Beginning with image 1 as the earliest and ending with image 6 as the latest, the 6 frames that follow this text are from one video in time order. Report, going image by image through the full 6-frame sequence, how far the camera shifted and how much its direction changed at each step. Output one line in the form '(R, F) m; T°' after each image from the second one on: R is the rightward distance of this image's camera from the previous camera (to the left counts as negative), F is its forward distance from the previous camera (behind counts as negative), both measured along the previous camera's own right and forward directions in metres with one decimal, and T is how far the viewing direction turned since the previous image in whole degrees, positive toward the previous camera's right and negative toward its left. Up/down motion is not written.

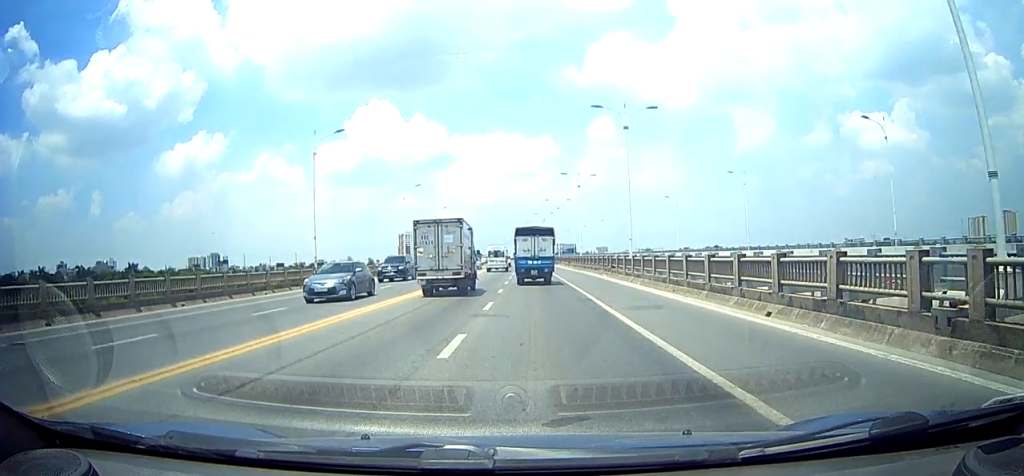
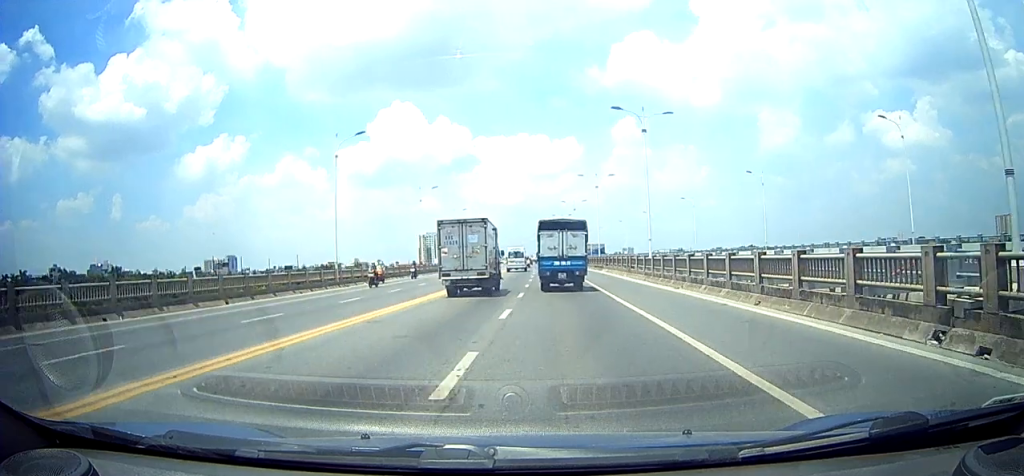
(-0.3, +32.0) m; -1°
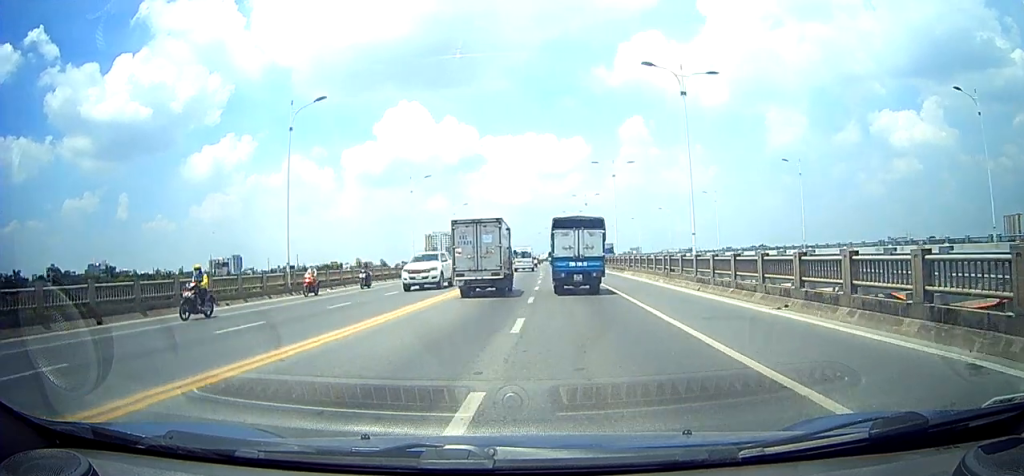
(0.0, +8.9) m; 0°
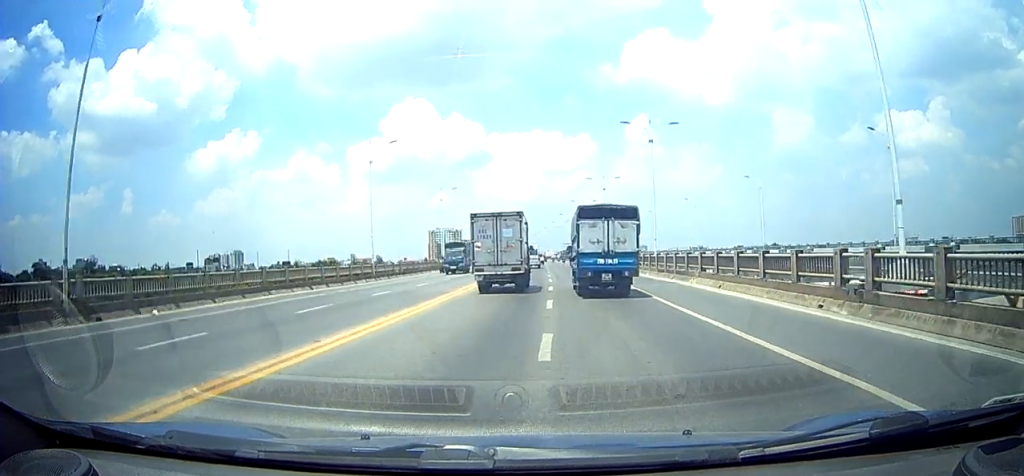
(+0.1, +15.8) m; +1°
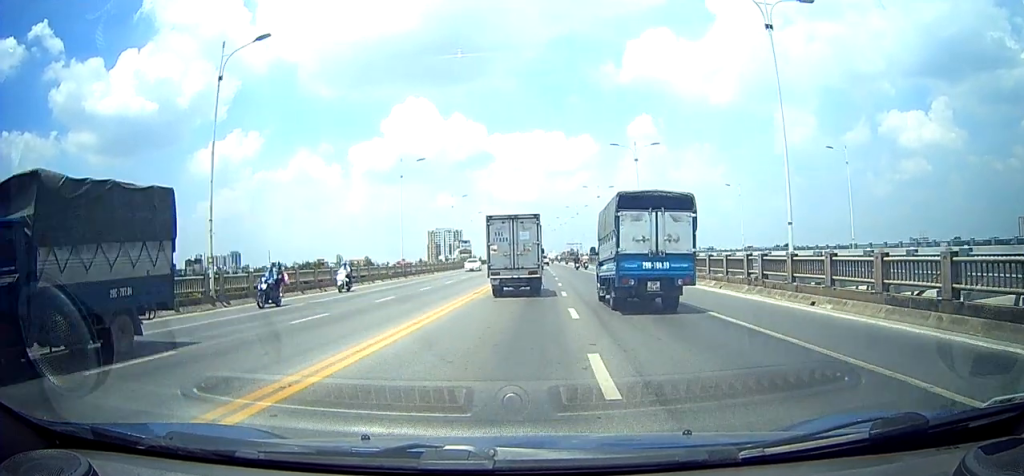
(+0.1, +21.1) m; -1°
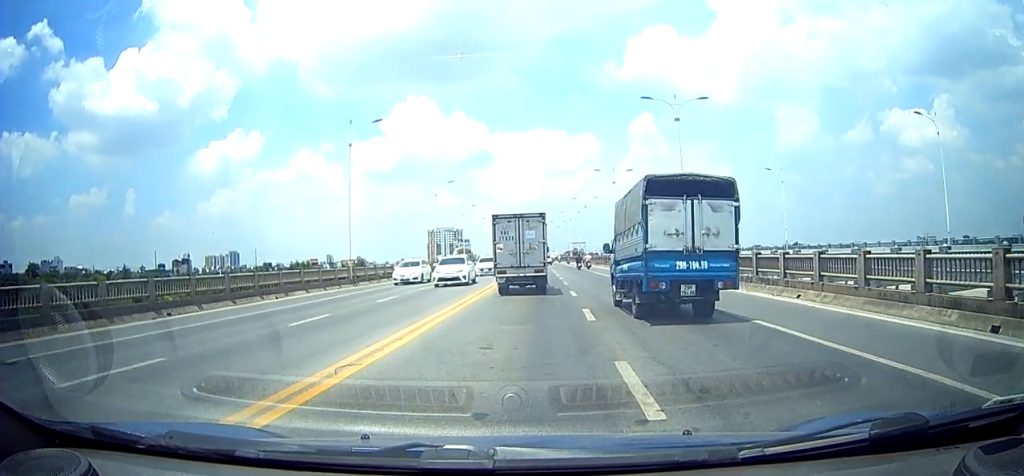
(-0.3, +13.9) m; -3°
